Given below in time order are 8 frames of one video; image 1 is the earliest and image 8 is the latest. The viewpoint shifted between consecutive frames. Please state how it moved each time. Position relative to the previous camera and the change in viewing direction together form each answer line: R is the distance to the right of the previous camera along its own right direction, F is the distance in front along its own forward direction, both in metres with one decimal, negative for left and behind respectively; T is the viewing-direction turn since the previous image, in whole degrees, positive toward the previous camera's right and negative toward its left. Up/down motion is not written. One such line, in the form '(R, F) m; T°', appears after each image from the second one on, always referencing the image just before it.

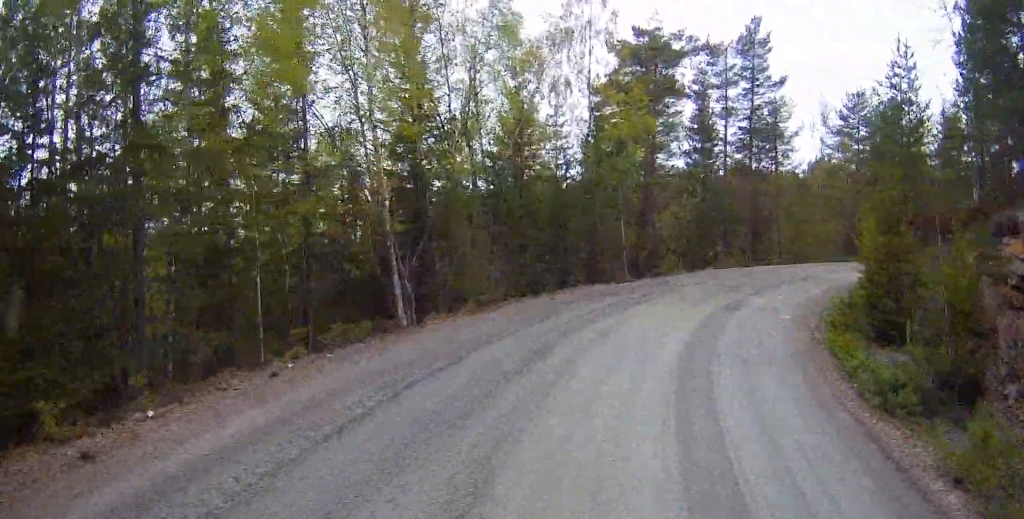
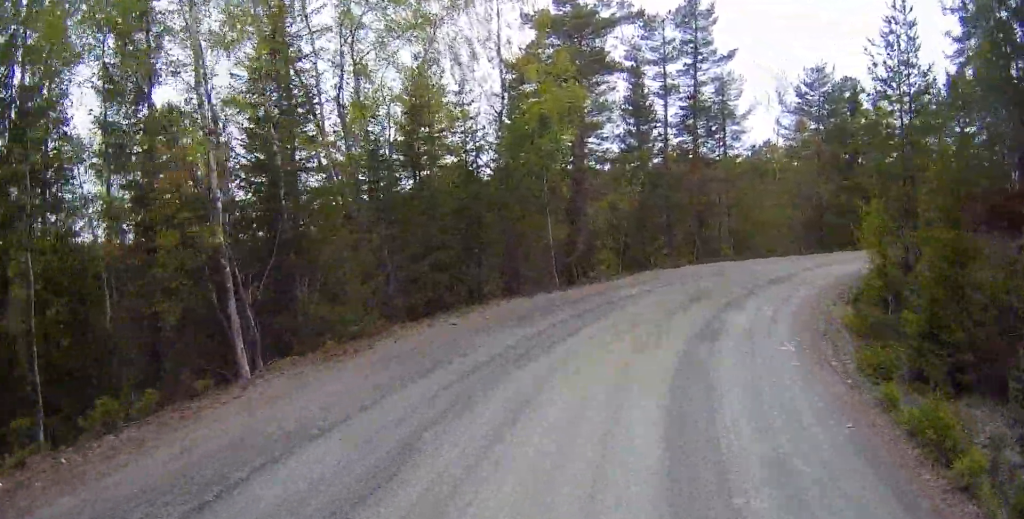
(-0.1, +4.1) m; +15°
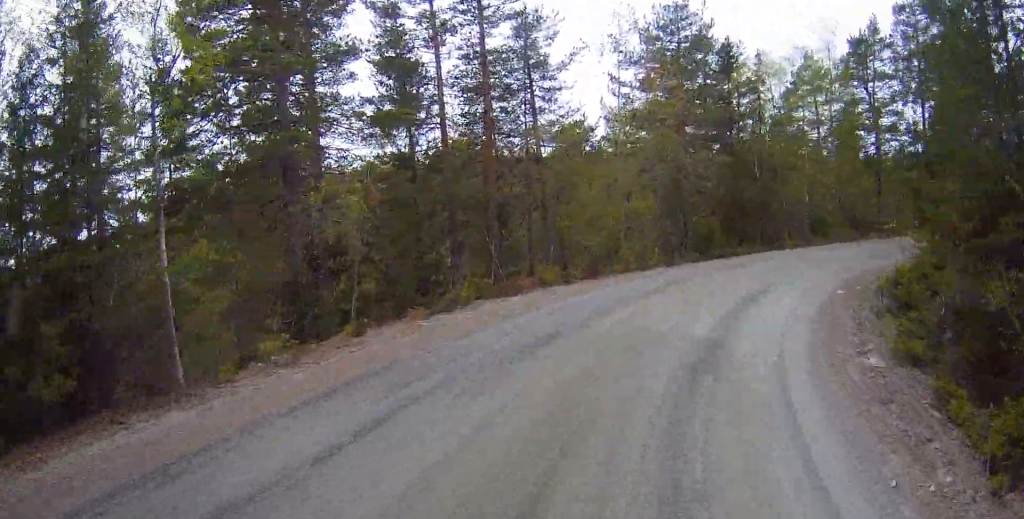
(+5.2, +9.4) m; +21°
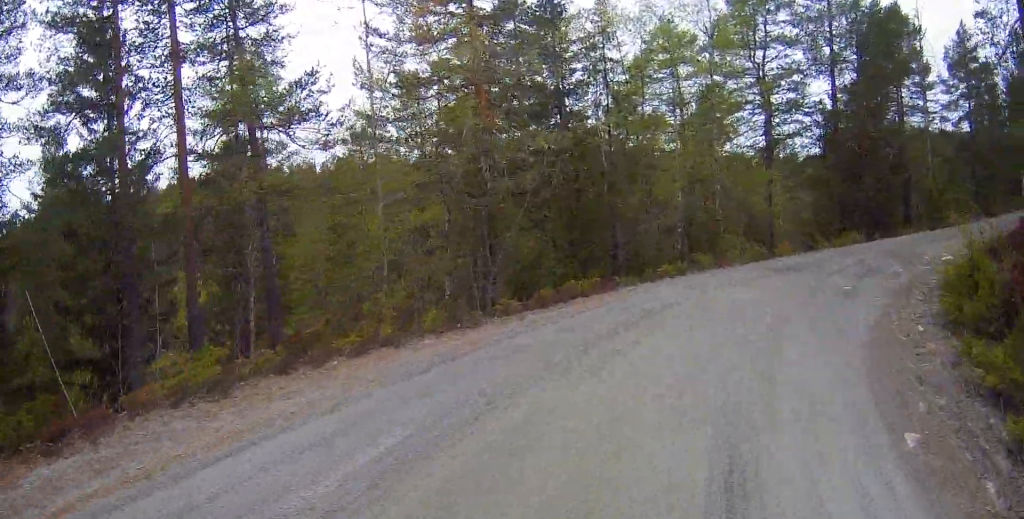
(-0.7, +10.3) m; +1°
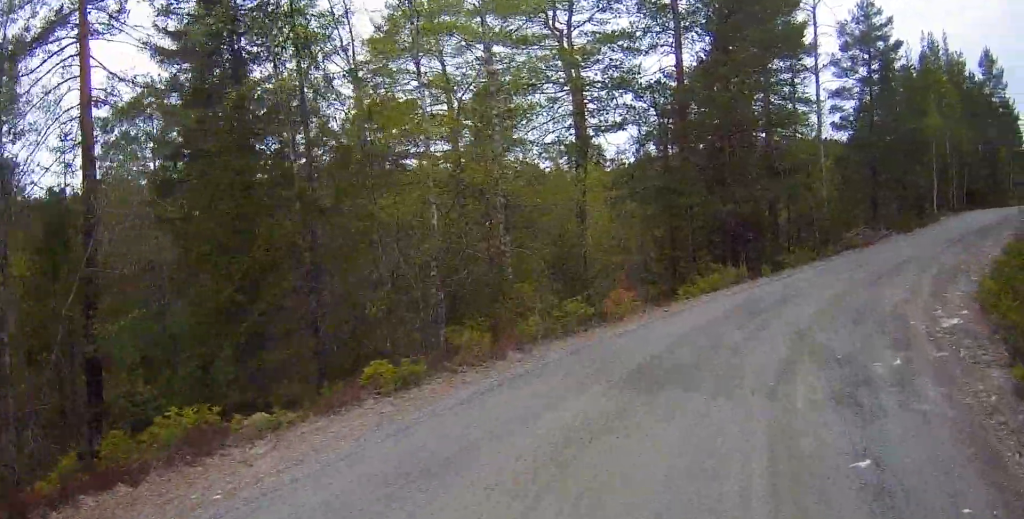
(+0.7, +9.6) m; +19°
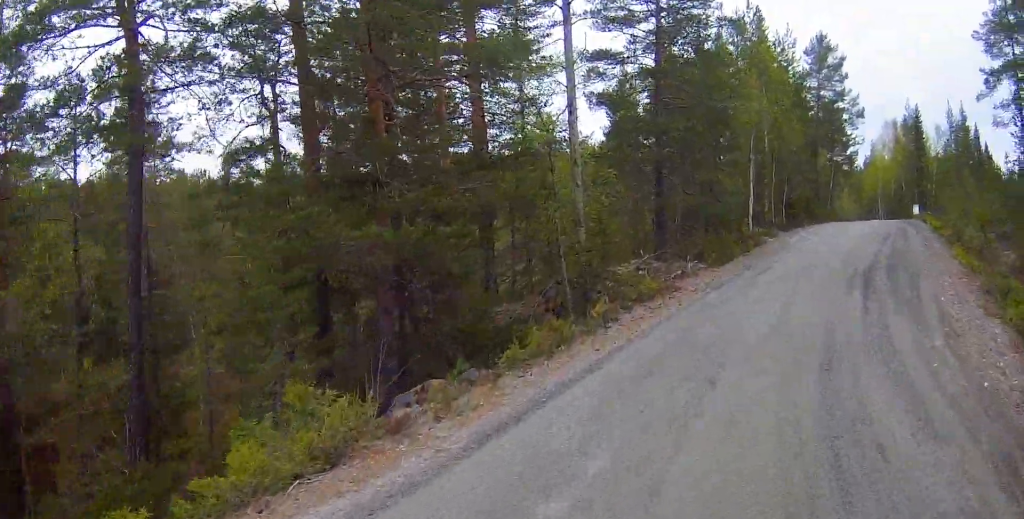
(+2.8, +9.8) m; +24°
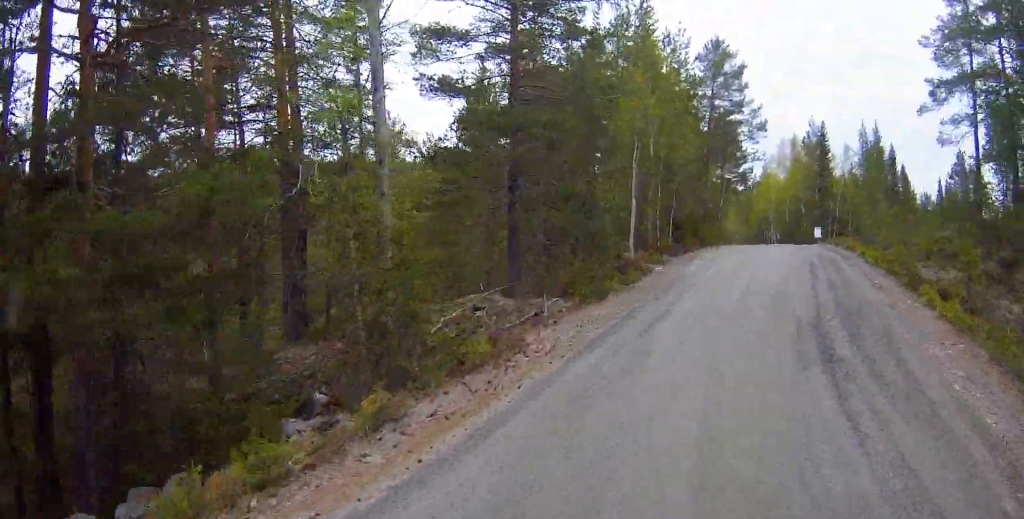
(-0.2, +4.4) m; +10°
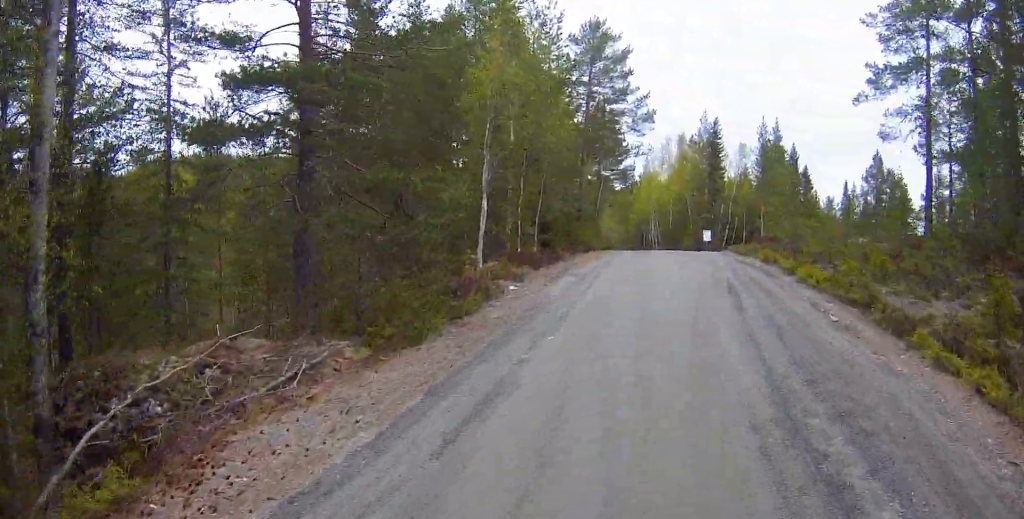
(+0.9, +4.5) m; +11°
